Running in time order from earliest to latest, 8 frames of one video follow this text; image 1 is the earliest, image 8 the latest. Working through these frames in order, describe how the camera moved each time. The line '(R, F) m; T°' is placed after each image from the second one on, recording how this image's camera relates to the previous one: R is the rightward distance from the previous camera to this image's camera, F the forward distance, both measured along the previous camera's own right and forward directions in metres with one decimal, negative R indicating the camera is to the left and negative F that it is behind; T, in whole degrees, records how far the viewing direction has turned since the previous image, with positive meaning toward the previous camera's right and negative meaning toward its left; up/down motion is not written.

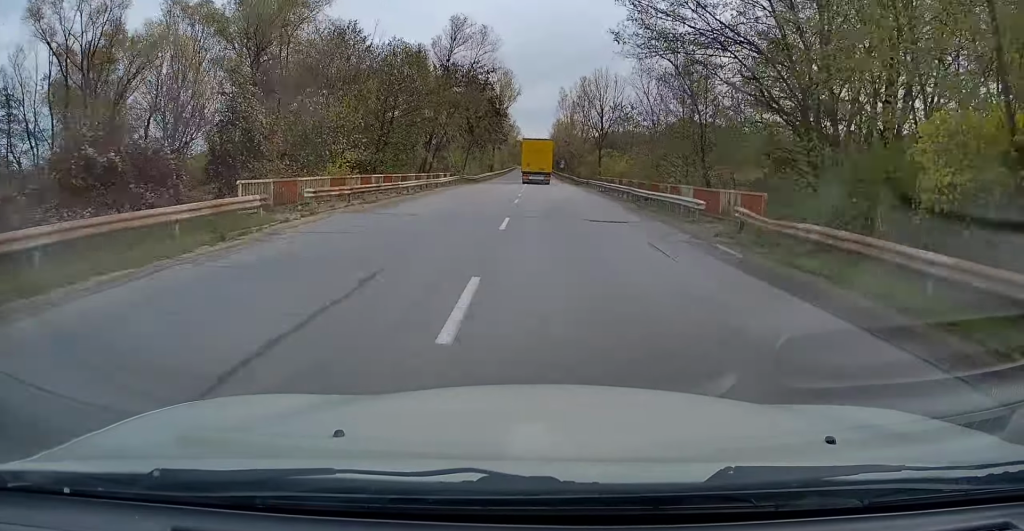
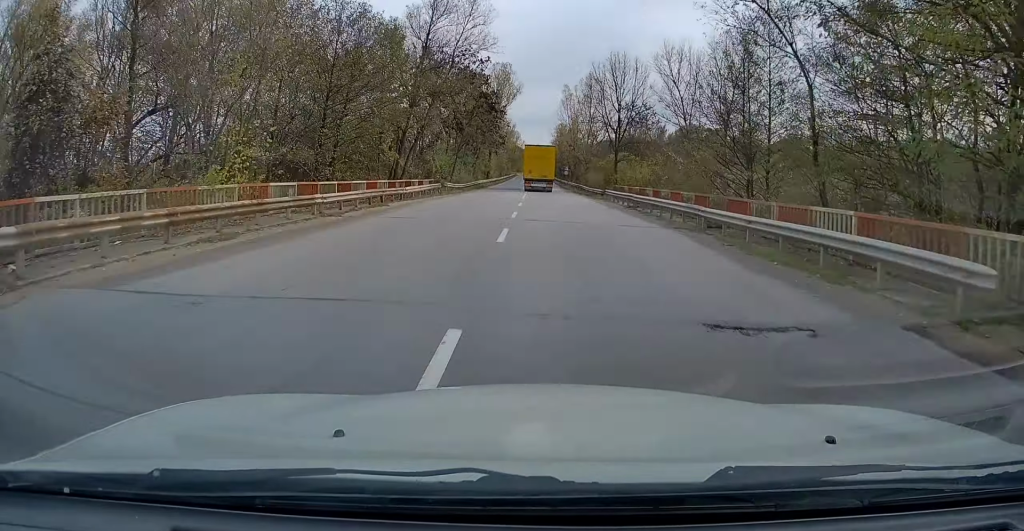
(+0.1, +11.7) m; 0°
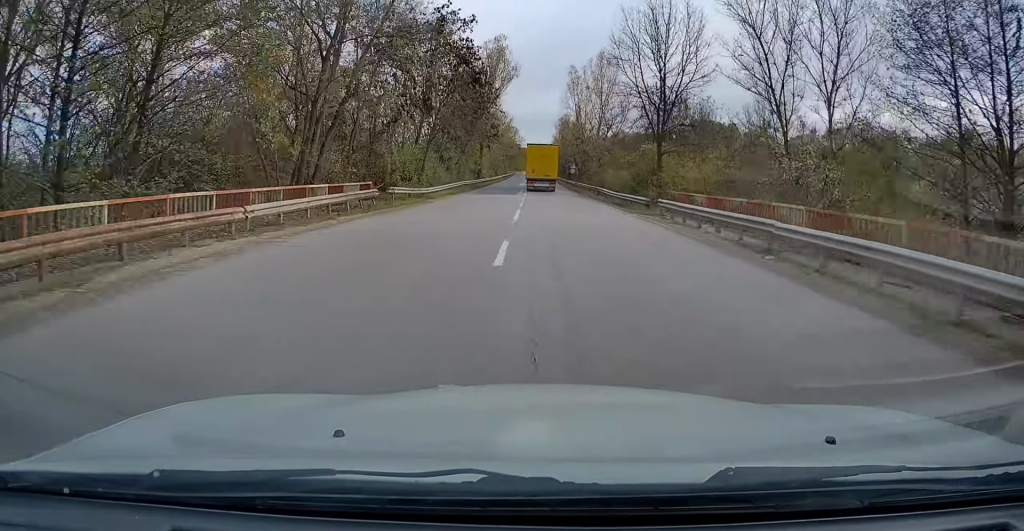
(-0.3, +17.5) m; +1°
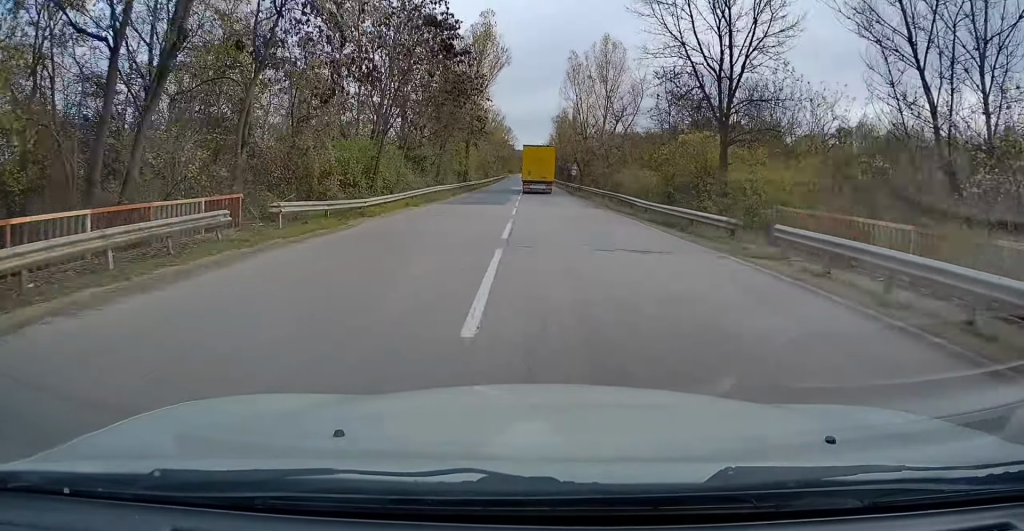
(+0.2, +12.3) m; +1°
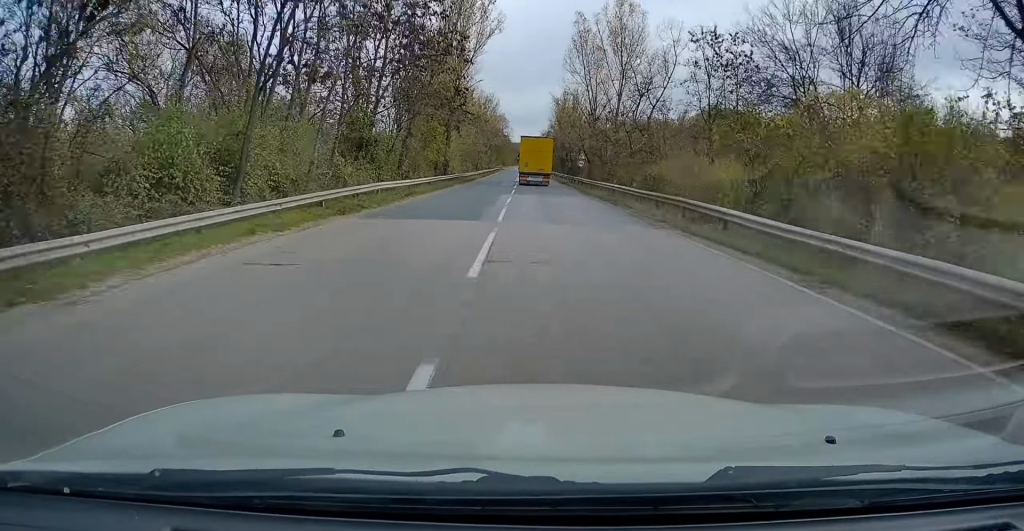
(+0.3, +15.3) m; +1°
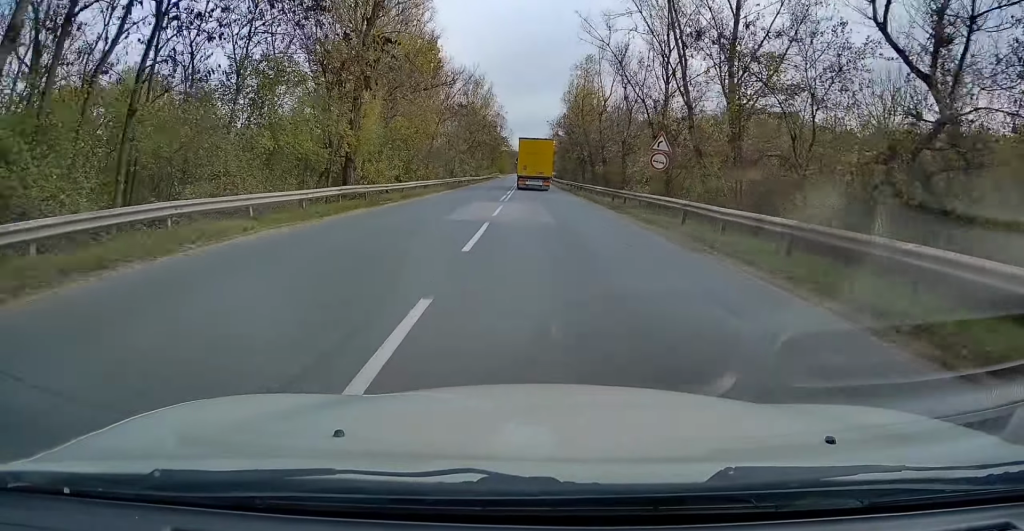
(-0.5, +34.8) m; -1°
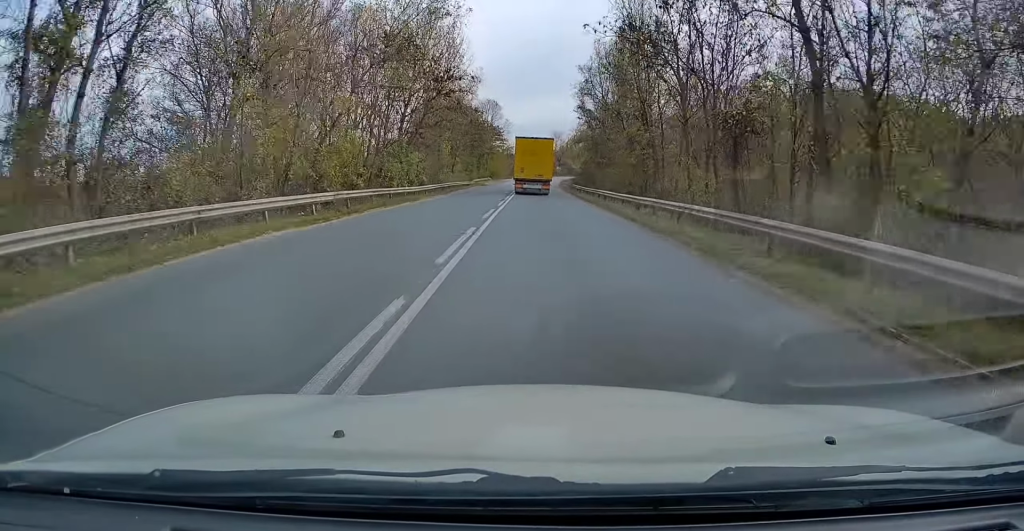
(-0.2, +48.1) m; -1°
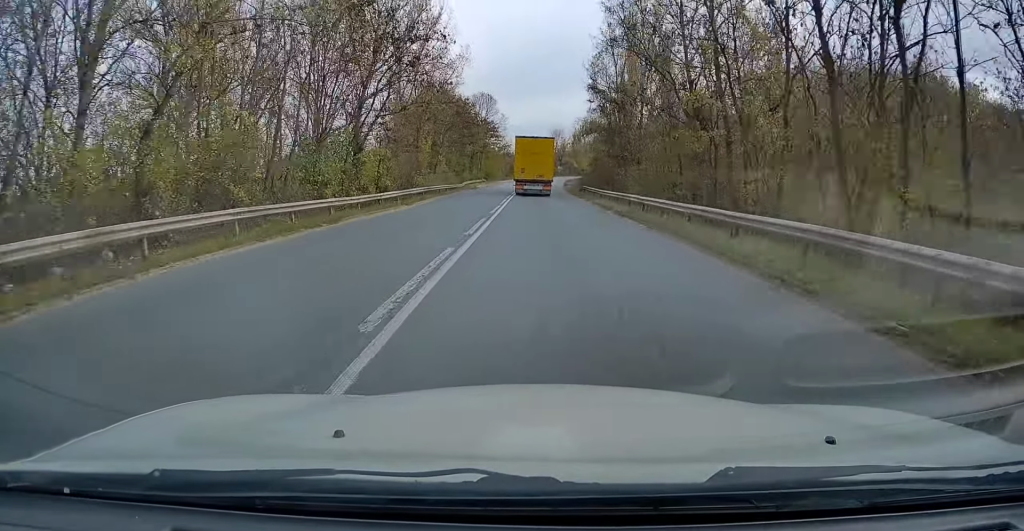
(0.0, +12.9) m; +1°
